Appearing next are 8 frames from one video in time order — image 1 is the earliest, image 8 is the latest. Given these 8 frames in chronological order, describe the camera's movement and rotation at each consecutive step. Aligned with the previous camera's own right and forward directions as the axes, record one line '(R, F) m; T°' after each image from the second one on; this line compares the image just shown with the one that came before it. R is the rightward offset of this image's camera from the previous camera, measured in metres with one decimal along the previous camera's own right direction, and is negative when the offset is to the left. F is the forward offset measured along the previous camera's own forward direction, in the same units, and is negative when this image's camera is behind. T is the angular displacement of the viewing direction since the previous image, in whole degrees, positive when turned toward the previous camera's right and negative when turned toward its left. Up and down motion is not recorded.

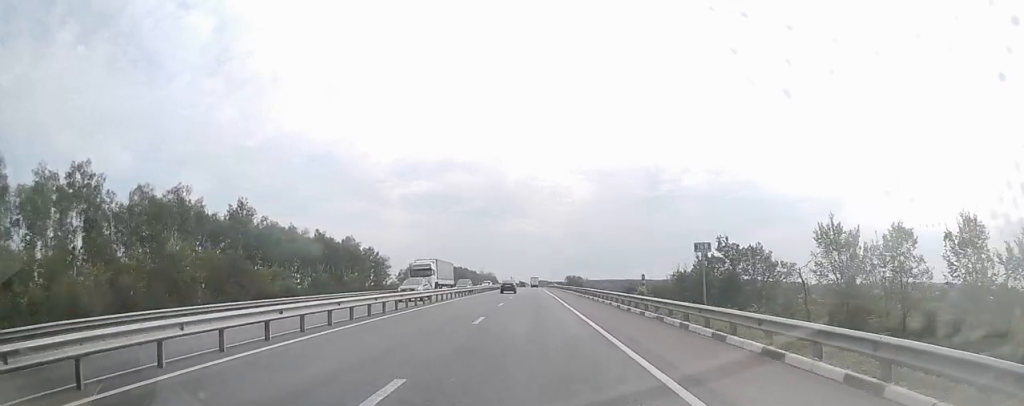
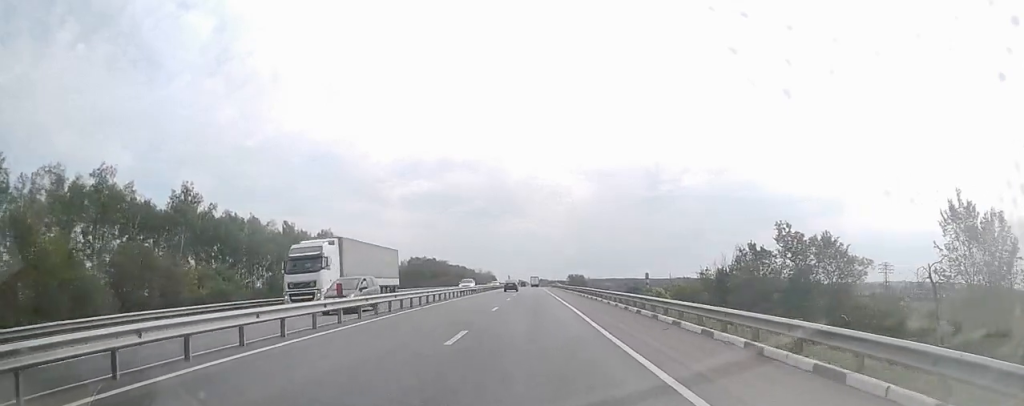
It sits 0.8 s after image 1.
(+0.3, +17.2) m; 0°
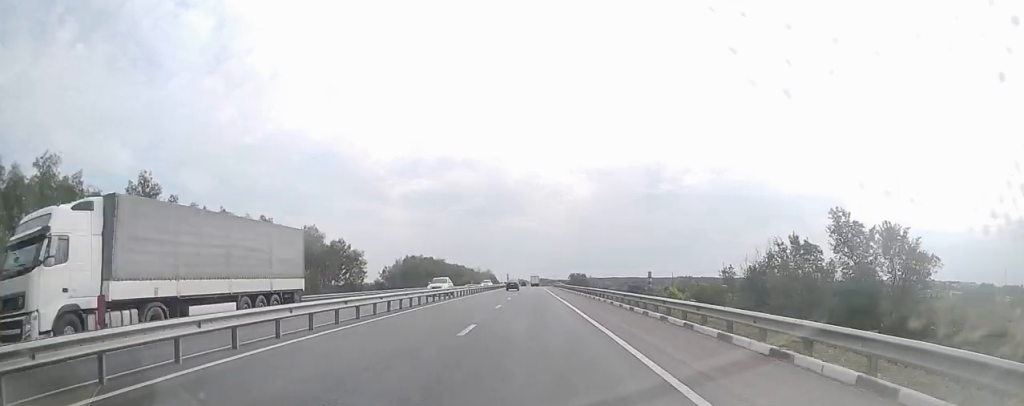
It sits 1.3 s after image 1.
(0.0, +10.3) m; 0°
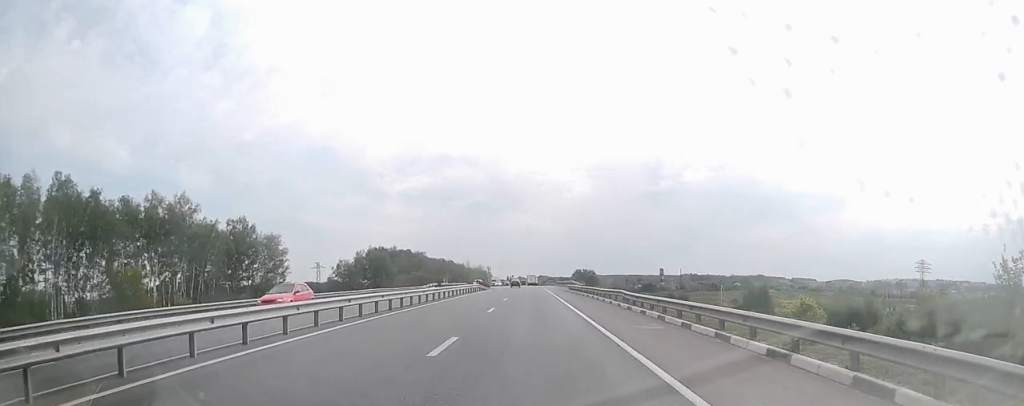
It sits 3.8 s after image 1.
(0.0, +51.4) m; +1°
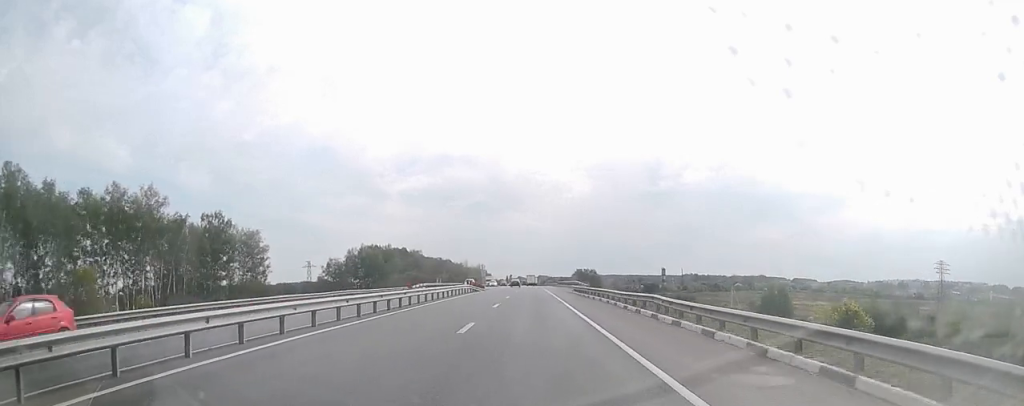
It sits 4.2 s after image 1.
(0.0, +8.2) m; 0°
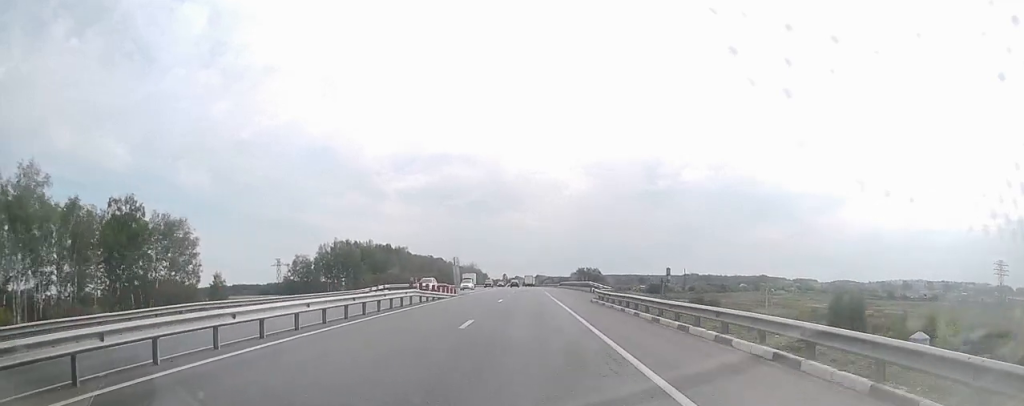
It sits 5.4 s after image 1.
(-0.2, +22.7) m; -1°
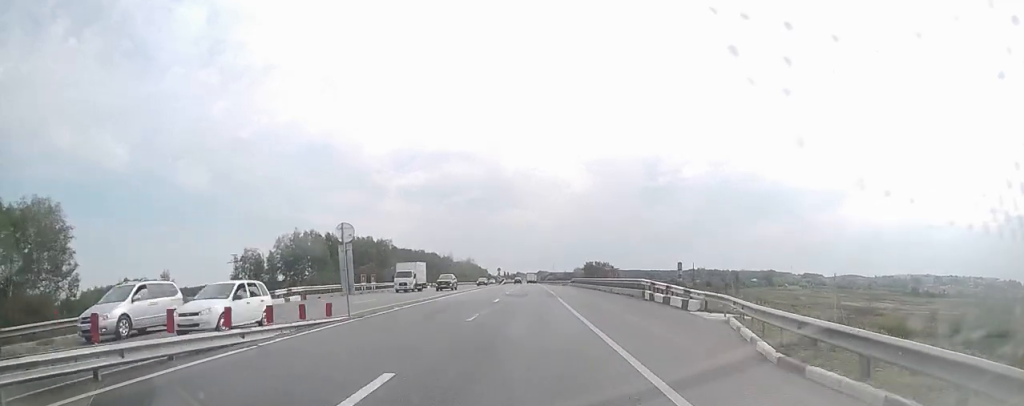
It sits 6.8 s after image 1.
(-0.2, +27.8) m; -1°
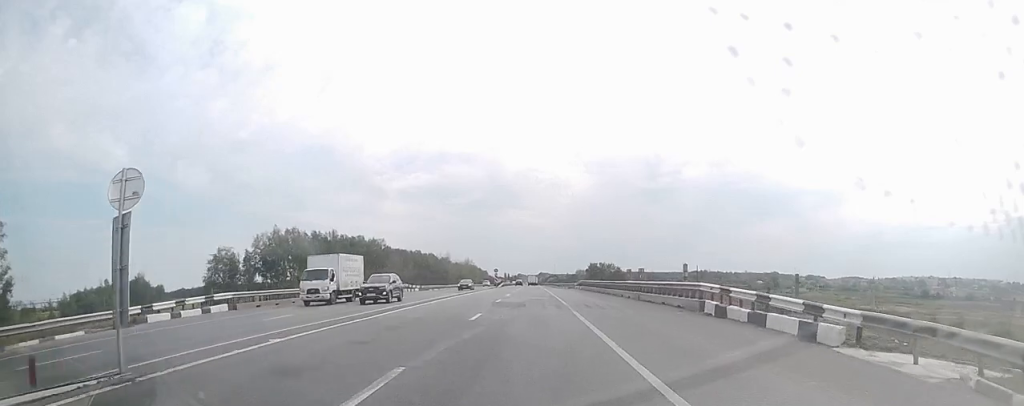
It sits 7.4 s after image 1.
(0.0, +11.4) m; 0°
